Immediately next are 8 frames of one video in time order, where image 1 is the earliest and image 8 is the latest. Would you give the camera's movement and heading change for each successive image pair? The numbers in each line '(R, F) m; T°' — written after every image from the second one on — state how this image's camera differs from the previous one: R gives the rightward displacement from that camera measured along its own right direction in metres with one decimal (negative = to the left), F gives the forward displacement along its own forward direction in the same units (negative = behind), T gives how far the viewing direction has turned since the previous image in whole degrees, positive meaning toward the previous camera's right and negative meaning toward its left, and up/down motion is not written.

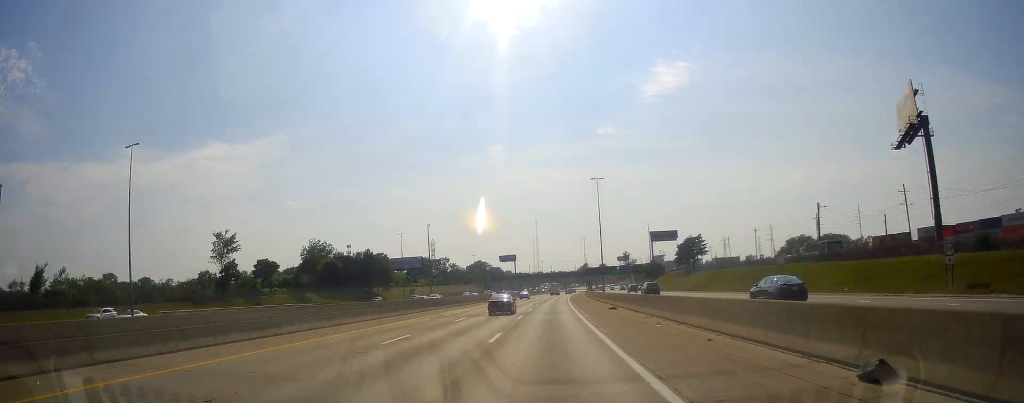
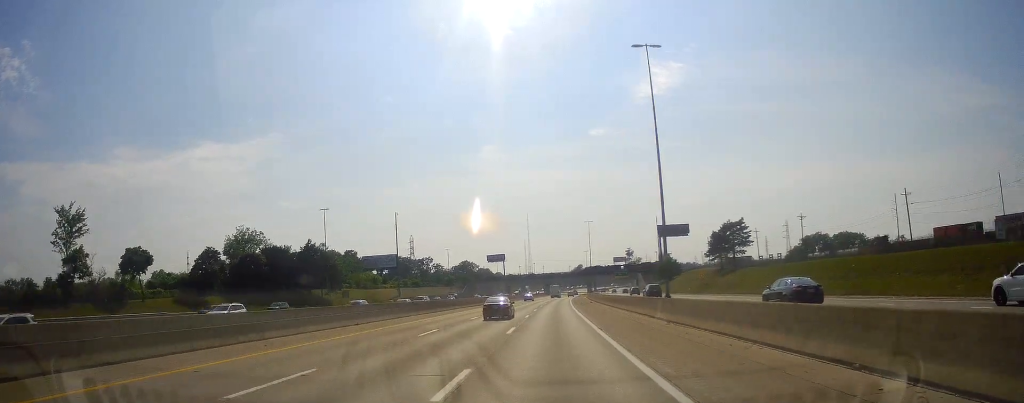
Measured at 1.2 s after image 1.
(+0.2, +40.8) m; +1°
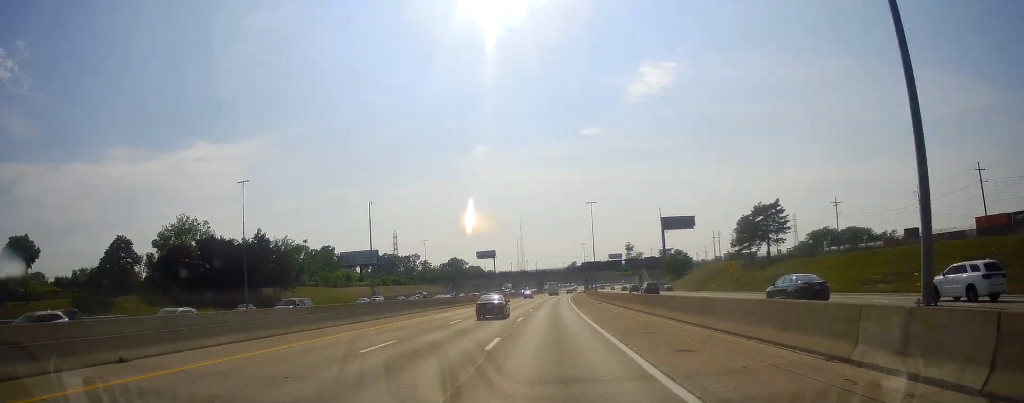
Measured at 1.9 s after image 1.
(+0.3, +22.7) m; +1°
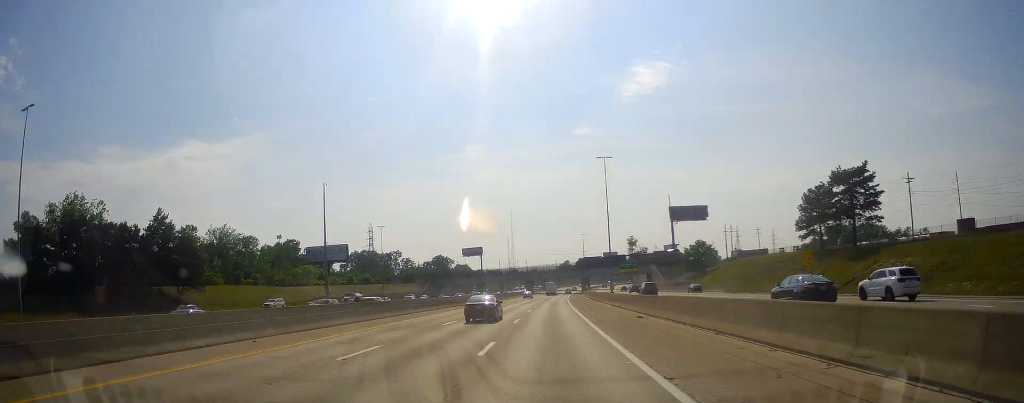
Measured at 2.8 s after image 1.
(+0.1, +31.7) m; 0°
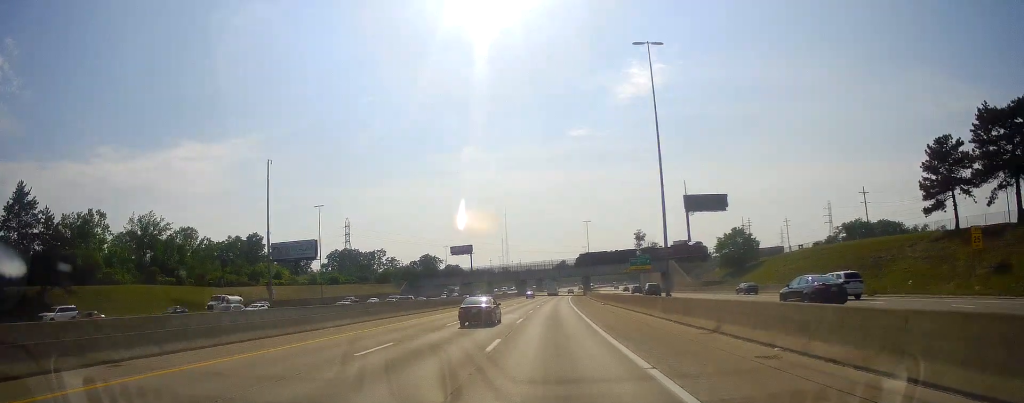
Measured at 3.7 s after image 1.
(0.0, +29.4) m; +1°
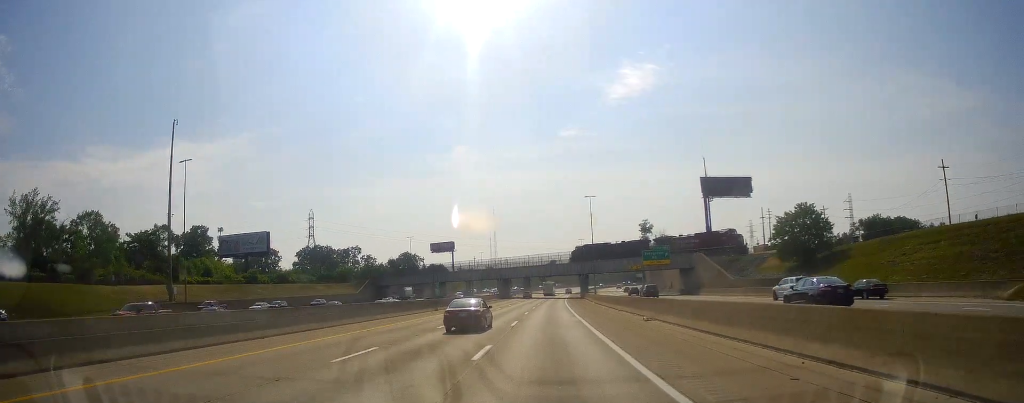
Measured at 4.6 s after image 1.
(+0.3, +31.8) m; +1°
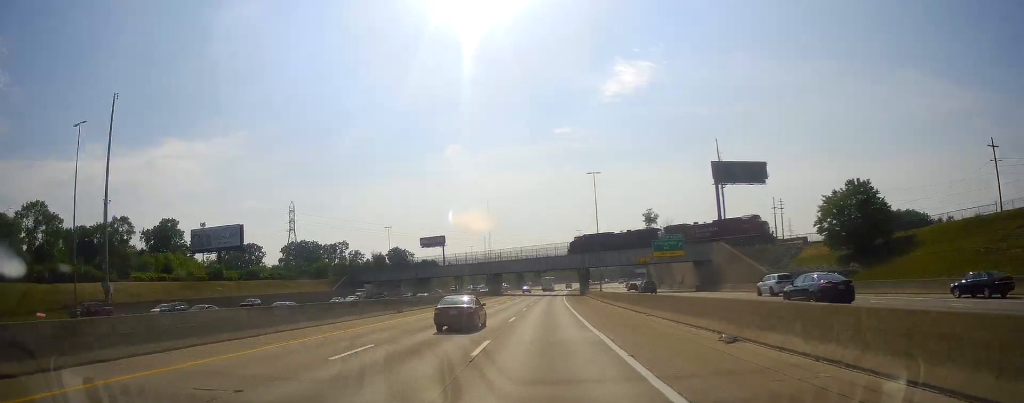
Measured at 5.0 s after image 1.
(+0.1, +14.7) m; 0°
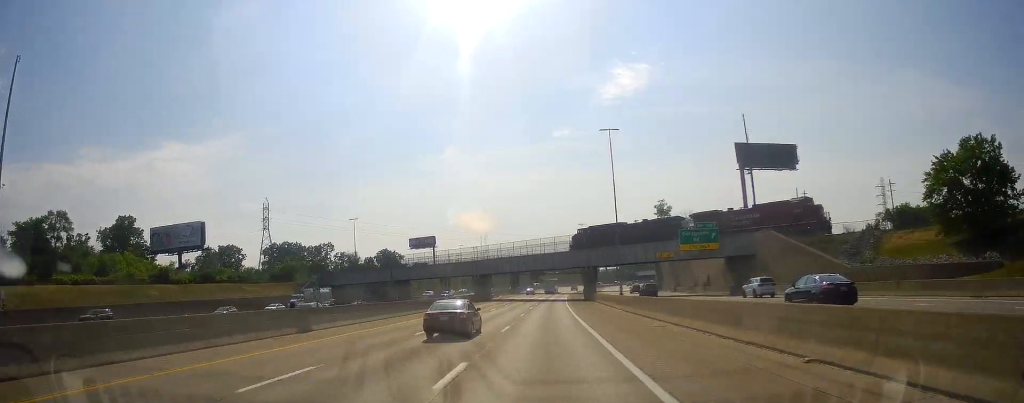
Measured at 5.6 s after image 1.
(0.0, +20.3) m; +1°
